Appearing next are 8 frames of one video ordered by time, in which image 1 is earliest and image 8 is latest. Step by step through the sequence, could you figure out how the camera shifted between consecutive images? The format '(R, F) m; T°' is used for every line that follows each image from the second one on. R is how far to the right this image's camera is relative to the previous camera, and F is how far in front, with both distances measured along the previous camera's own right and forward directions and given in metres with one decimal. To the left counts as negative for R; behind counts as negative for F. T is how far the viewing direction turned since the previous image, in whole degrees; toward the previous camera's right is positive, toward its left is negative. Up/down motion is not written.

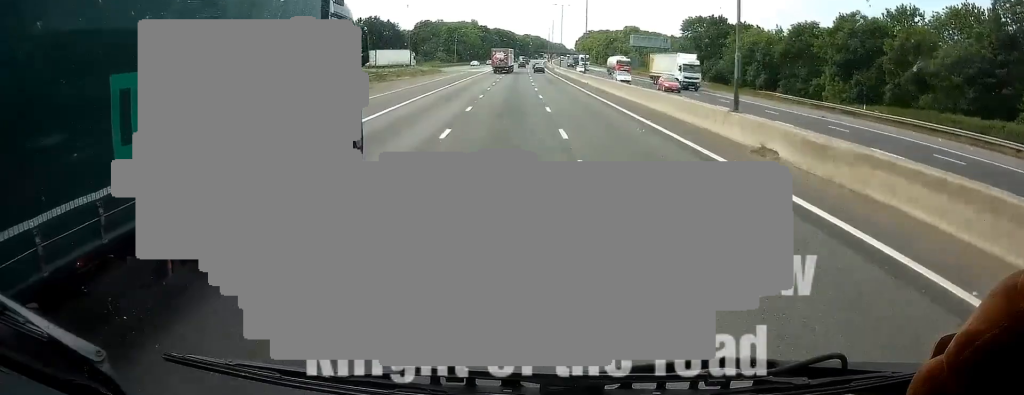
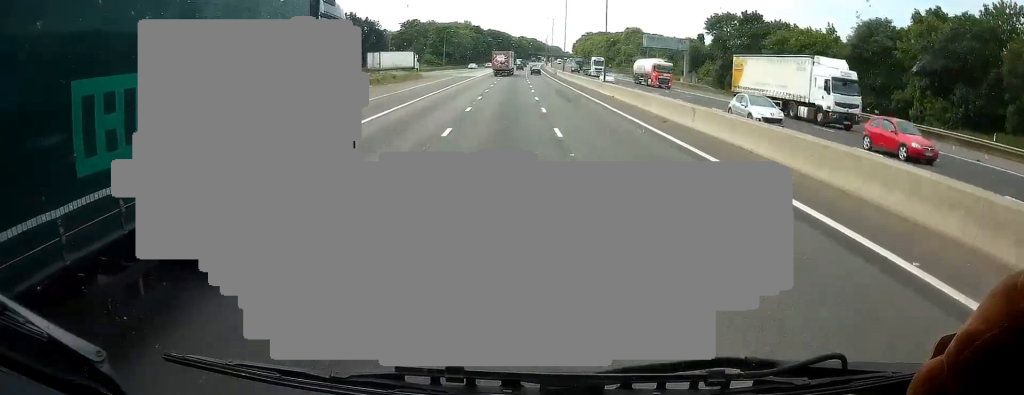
(-0.1, +17.1) m; 0°
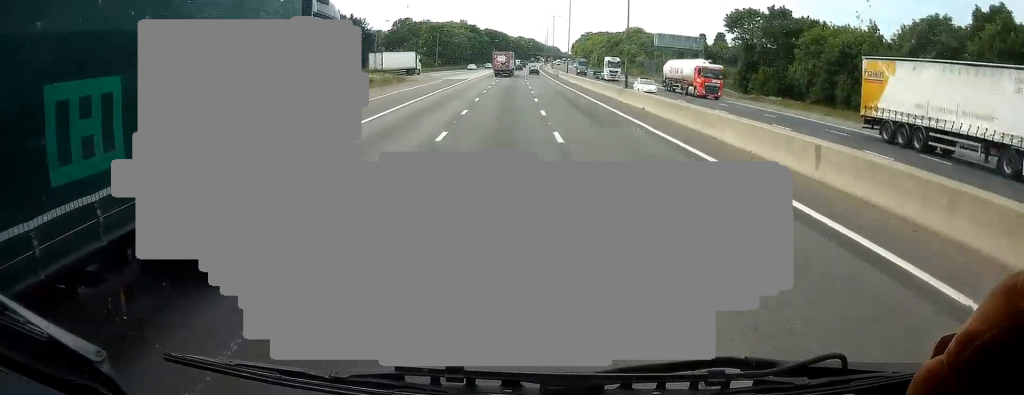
(-0.2, +10.1) m; 0°
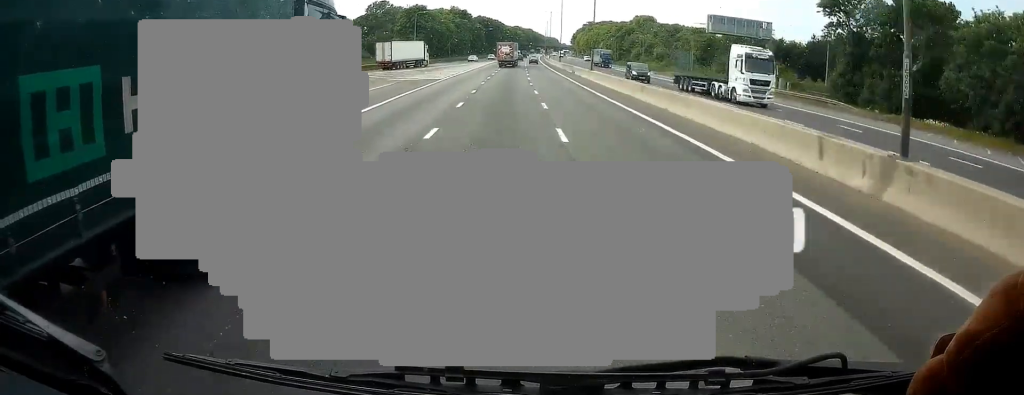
(+0.4, +29.0) m; +2°
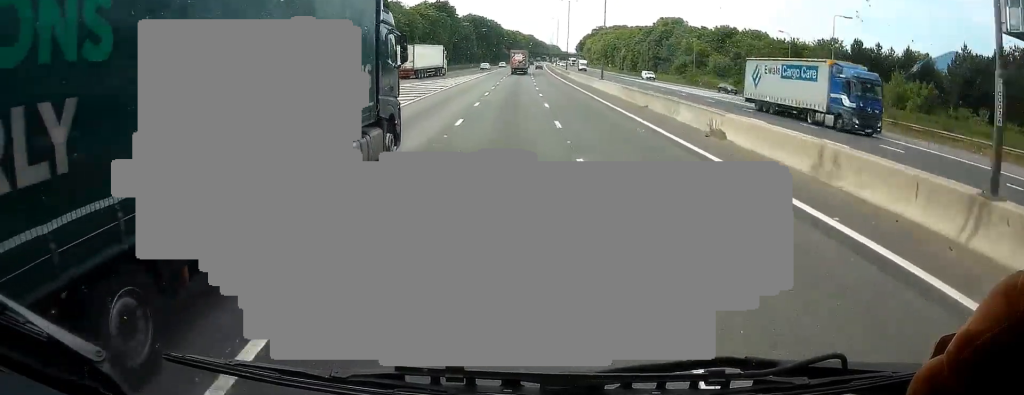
(+0.2, +49.3) m; +1°
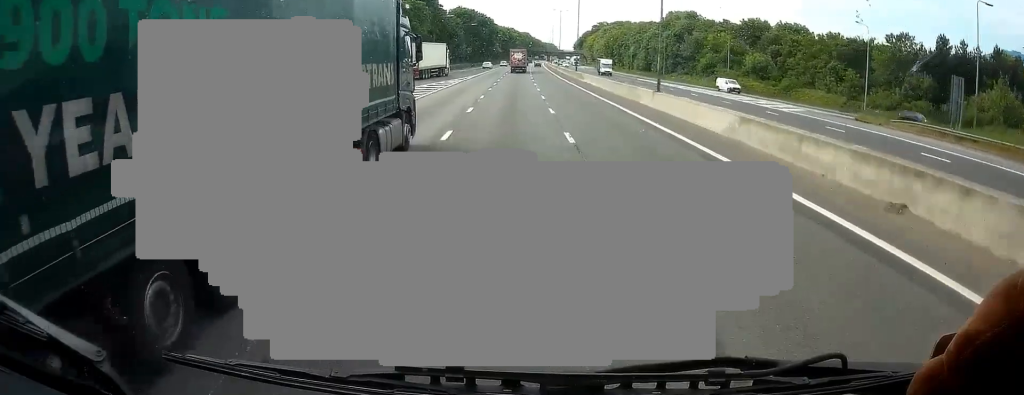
(+0.4, +22.0) m; +1°
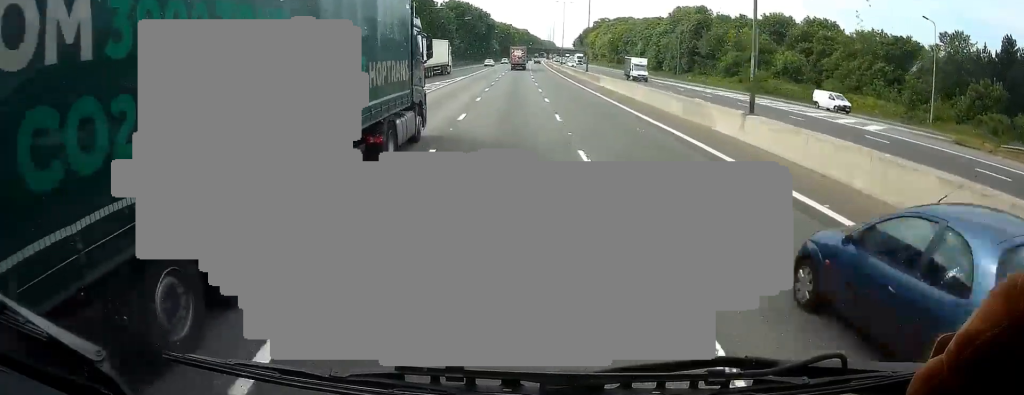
(-0.1, +12.8) m; 0°
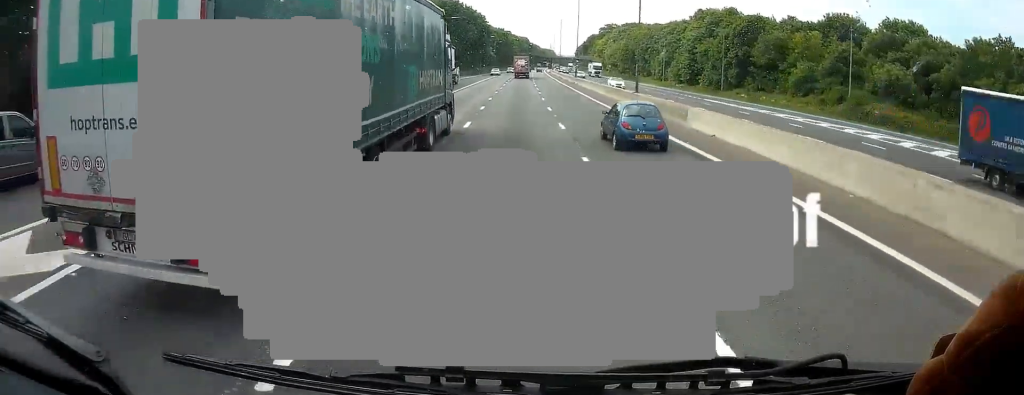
(-0.1, +26.9) m; 0°
